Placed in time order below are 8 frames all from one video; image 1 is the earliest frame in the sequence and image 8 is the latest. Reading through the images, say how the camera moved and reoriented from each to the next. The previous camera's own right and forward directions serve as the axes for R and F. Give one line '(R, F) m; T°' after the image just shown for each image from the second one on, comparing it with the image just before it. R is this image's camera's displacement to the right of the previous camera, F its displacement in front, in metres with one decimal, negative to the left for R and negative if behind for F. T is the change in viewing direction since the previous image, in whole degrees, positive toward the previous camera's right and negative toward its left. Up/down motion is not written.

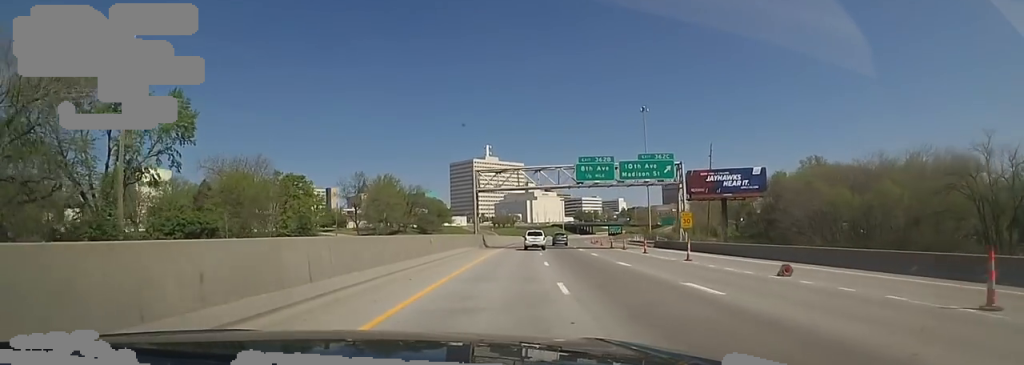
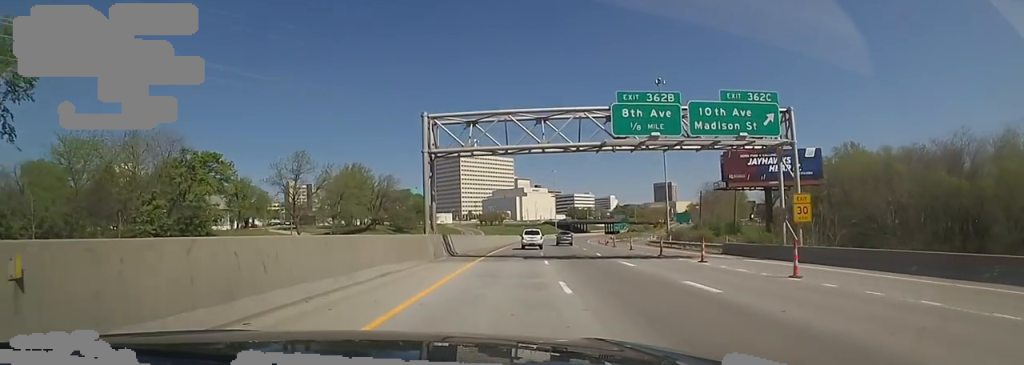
(-0.1, +20.1) m; +1°
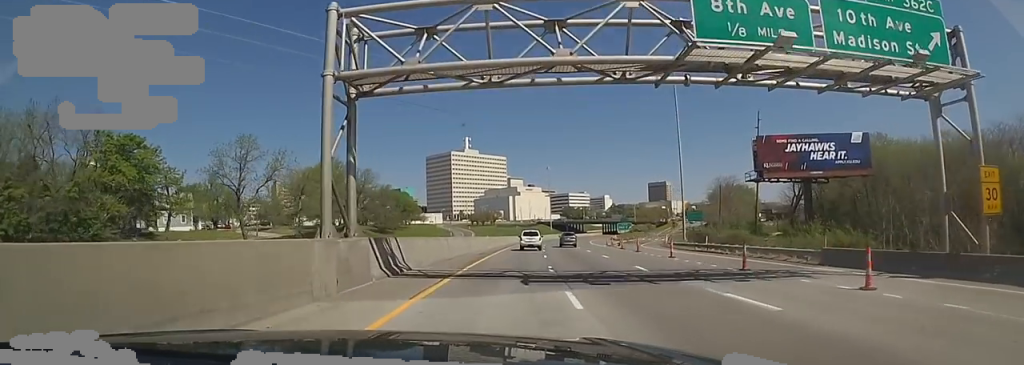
(+0.2, +12.1) m; +2°
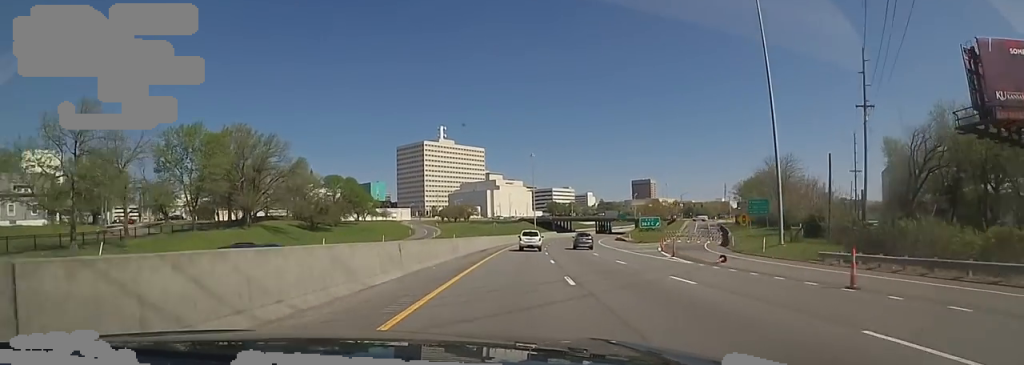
(+1.4, +34.0) m; +1°
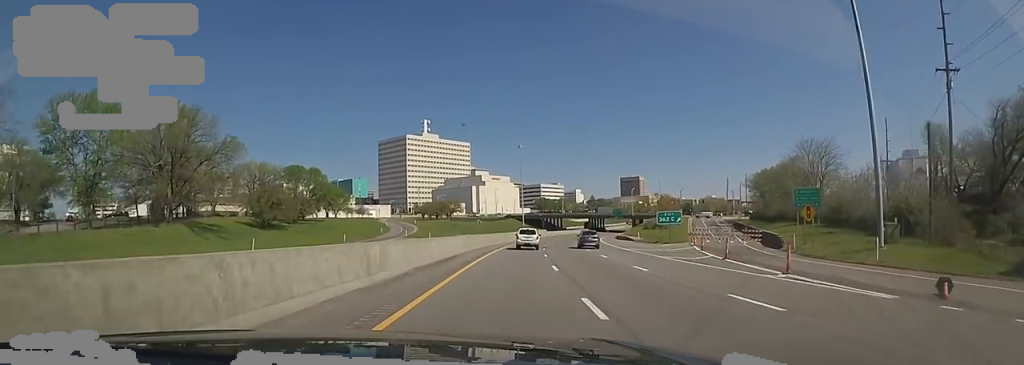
(-0.2, +15.0) m; +1°
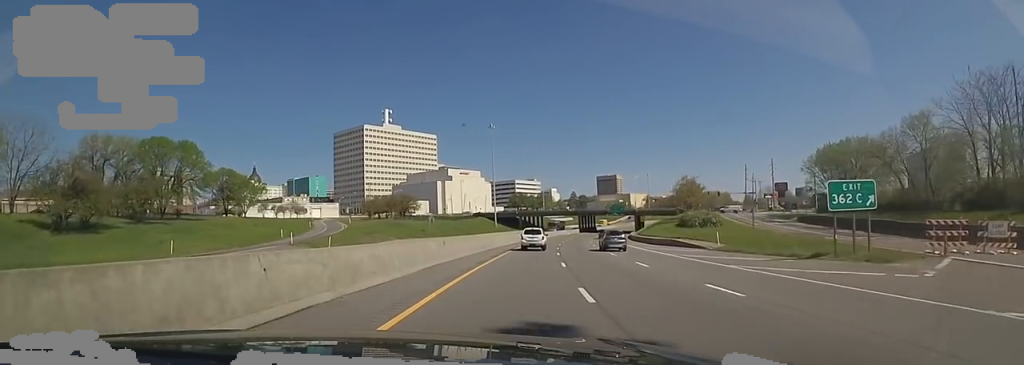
(+0.8, +36.9) m; +6°
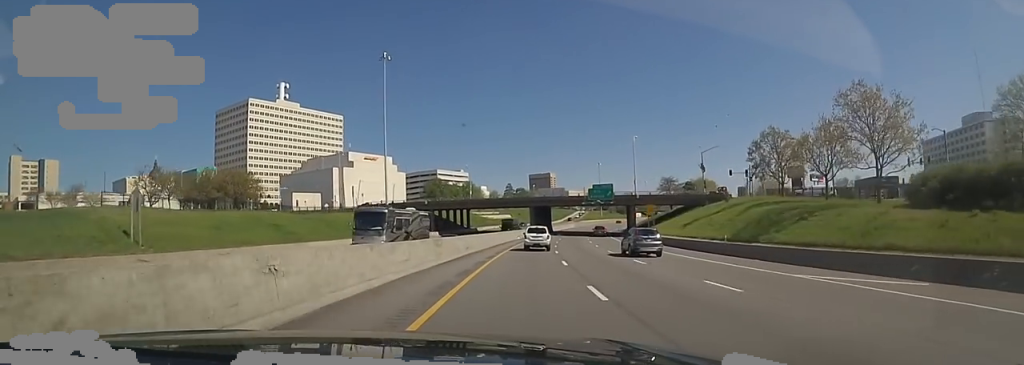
(+4.8, +58.8) m; +8°
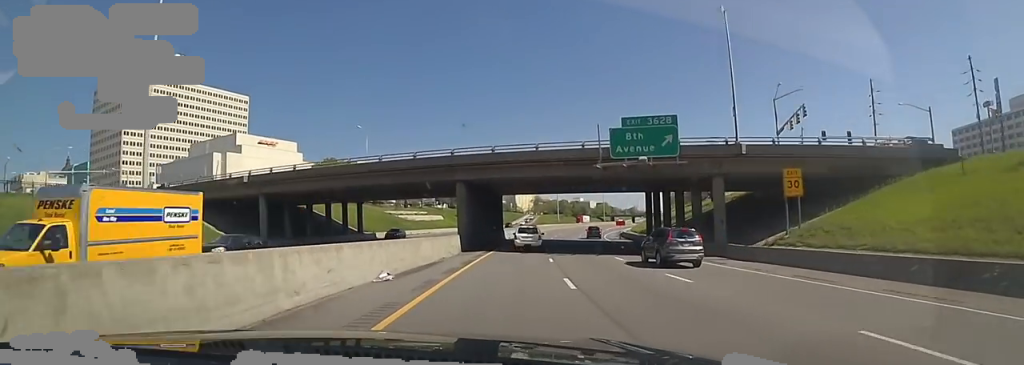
(+3.2, +48.2) m; +7°
